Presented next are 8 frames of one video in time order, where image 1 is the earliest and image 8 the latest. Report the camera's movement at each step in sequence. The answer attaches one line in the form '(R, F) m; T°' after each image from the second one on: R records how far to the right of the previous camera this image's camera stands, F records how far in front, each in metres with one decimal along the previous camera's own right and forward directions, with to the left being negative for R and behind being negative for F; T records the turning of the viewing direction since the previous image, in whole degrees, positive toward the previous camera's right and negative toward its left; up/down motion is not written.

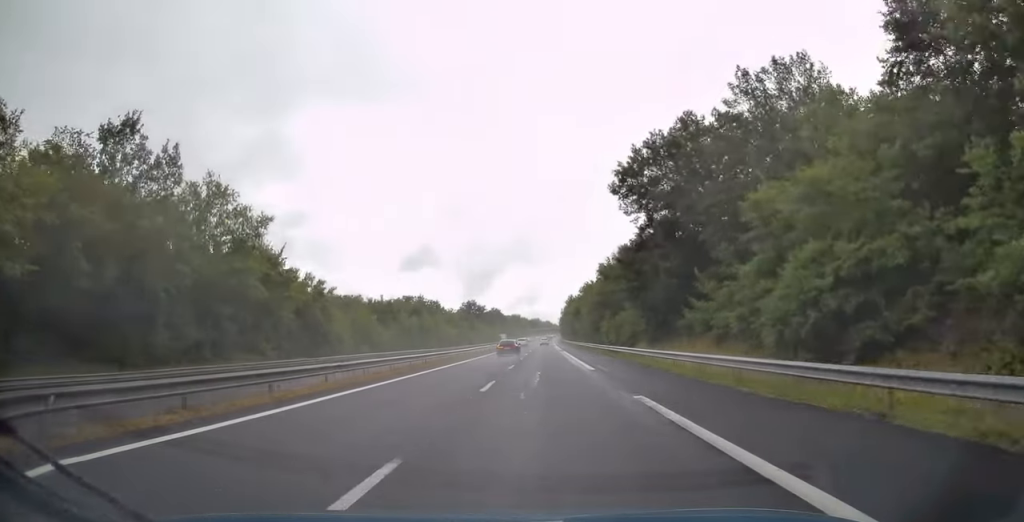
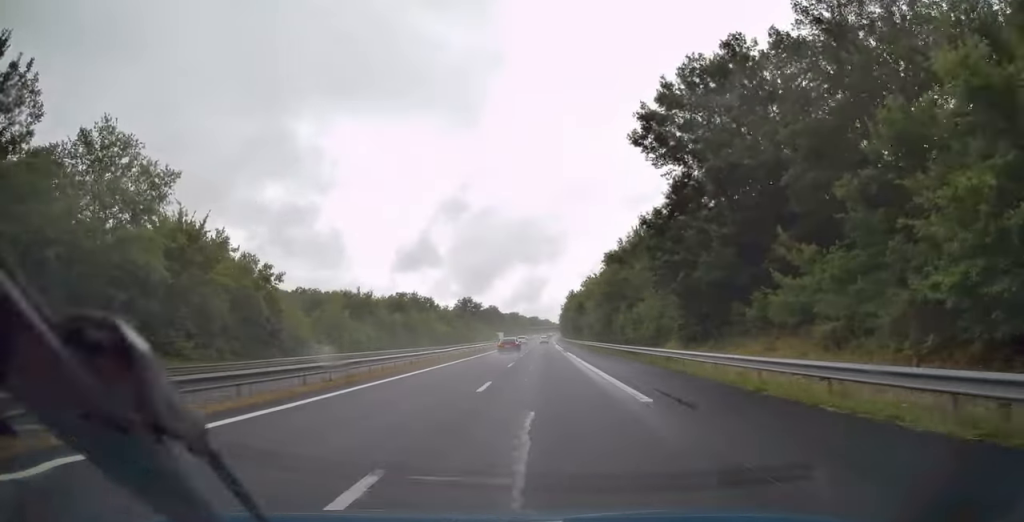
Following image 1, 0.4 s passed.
(+0.1, +13.7) m; 0°
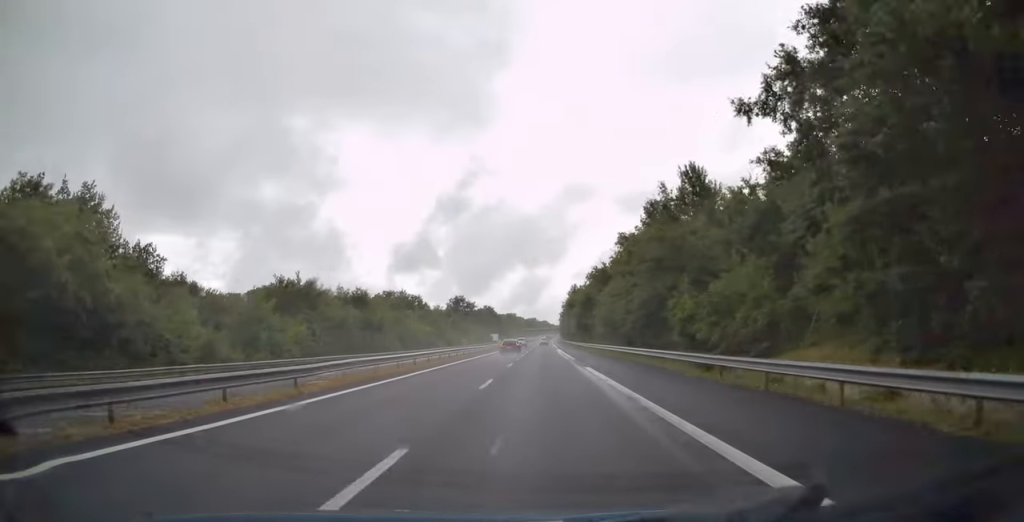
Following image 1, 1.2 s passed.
(-0.1, +24.6) m; 0°
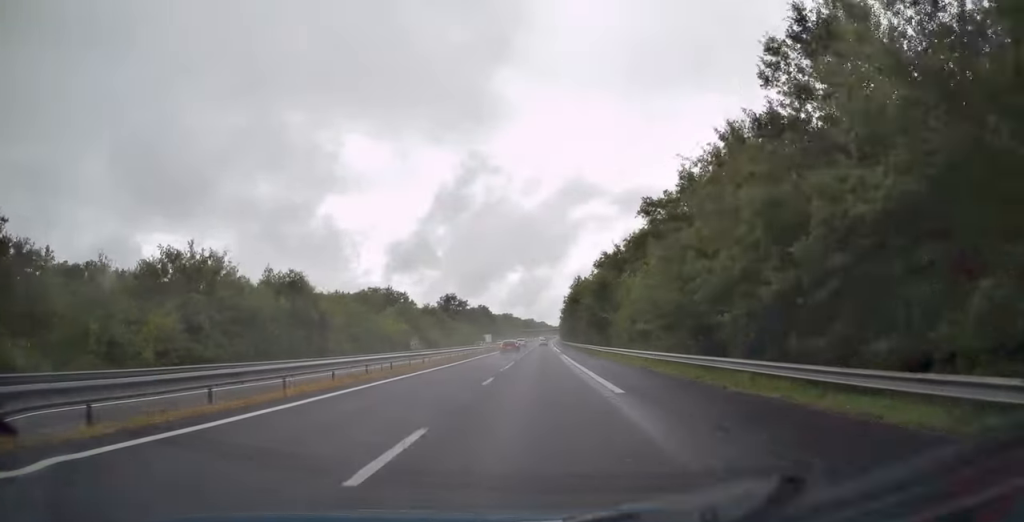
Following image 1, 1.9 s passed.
(0.0, +24.4) m; 0°
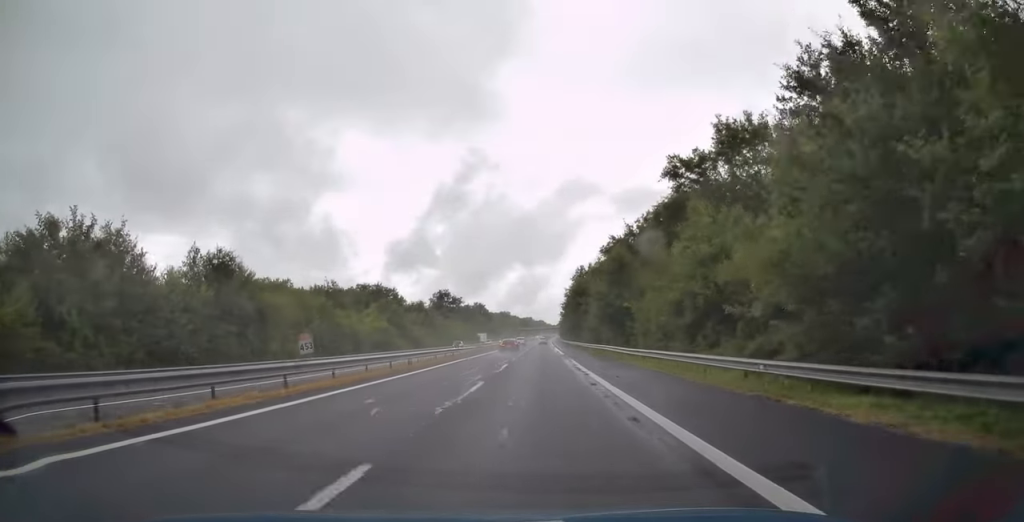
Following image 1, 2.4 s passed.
(0.0, +15.7) m; 0°
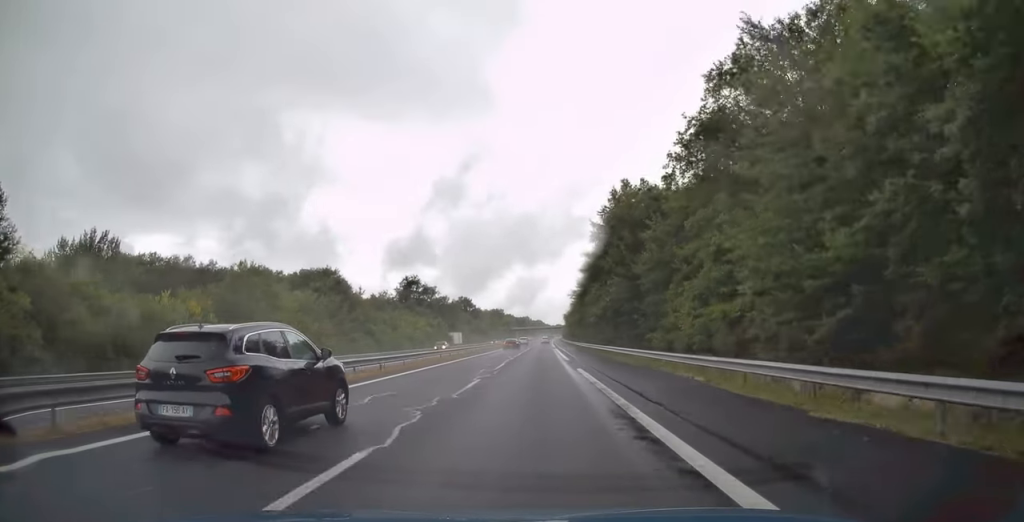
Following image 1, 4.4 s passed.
(+0.4, +64.7) m; 0°
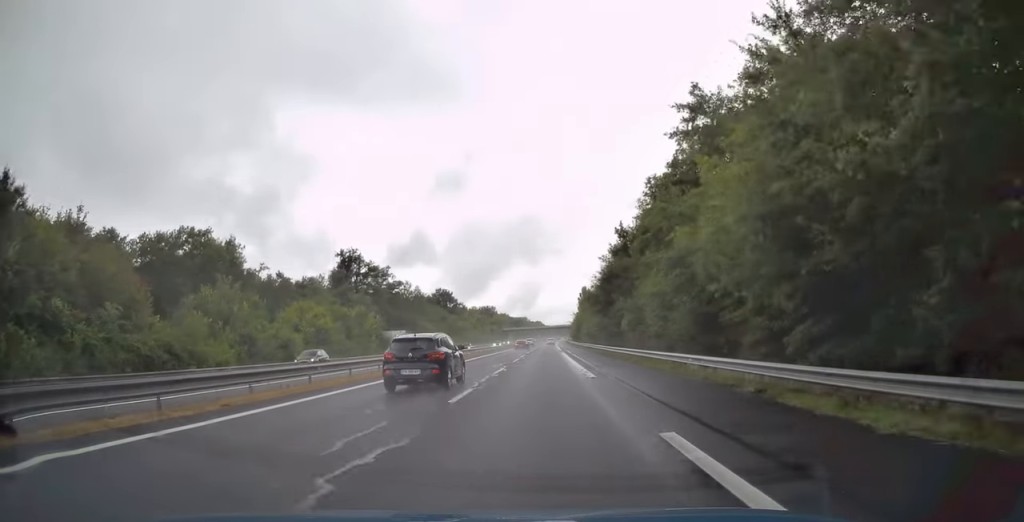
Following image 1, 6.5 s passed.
(-0.4, +68.8) m; 0°
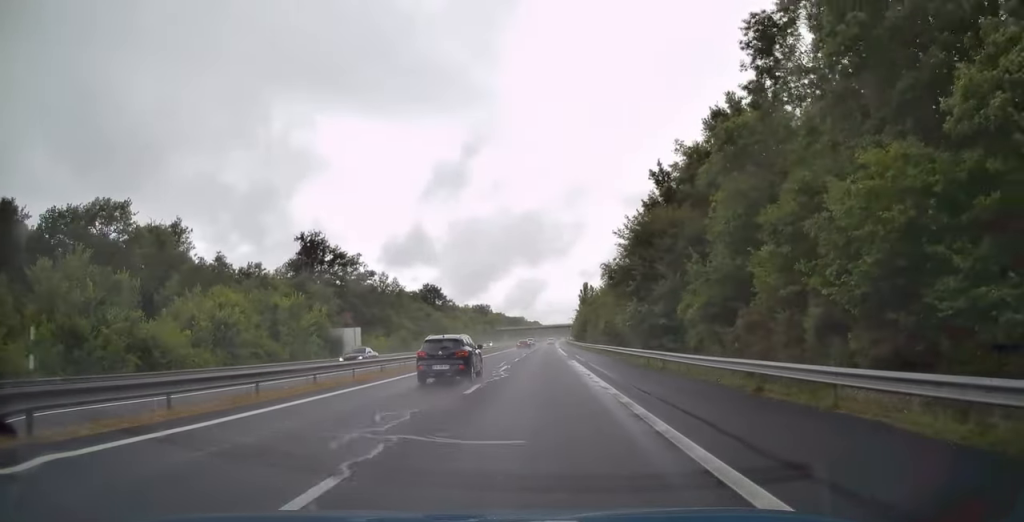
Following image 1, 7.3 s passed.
(+0.1, +23.7) m; 0°
